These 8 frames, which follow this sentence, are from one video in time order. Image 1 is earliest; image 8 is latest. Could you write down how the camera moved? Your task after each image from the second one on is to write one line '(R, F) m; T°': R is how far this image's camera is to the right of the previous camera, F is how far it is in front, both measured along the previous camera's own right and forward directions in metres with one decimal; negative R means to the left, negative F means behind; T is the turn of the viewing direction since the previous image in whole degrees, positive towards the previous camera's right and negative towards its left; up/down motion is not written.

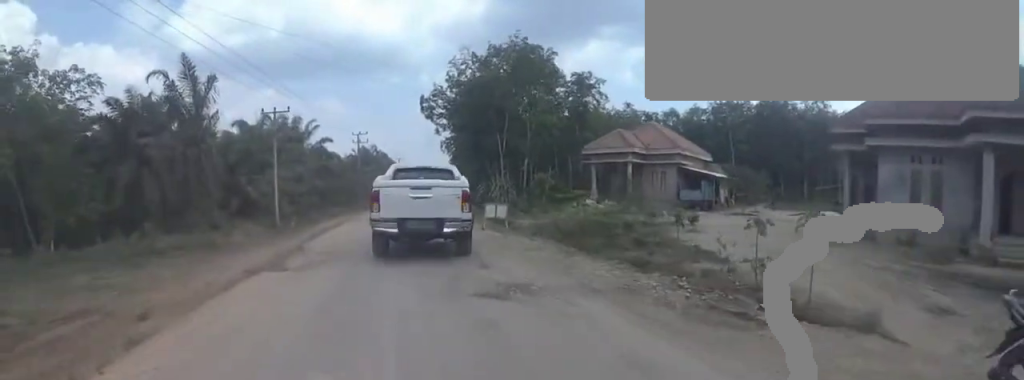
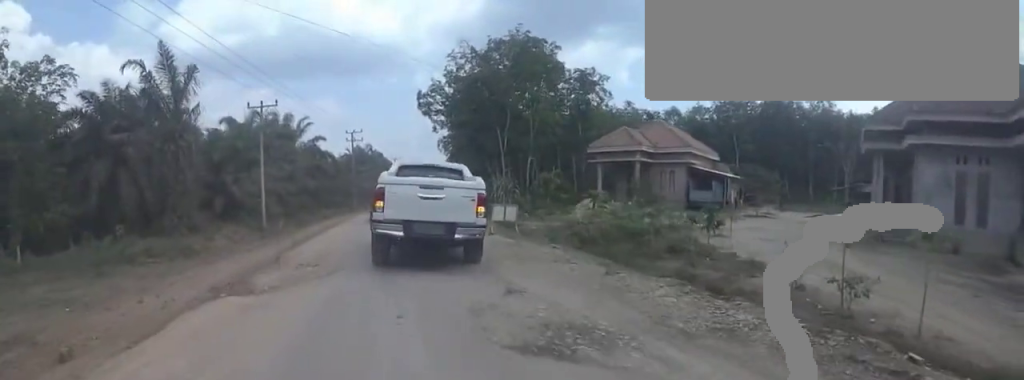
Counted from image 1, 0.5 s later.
(0.0, +1.9) m; +1°
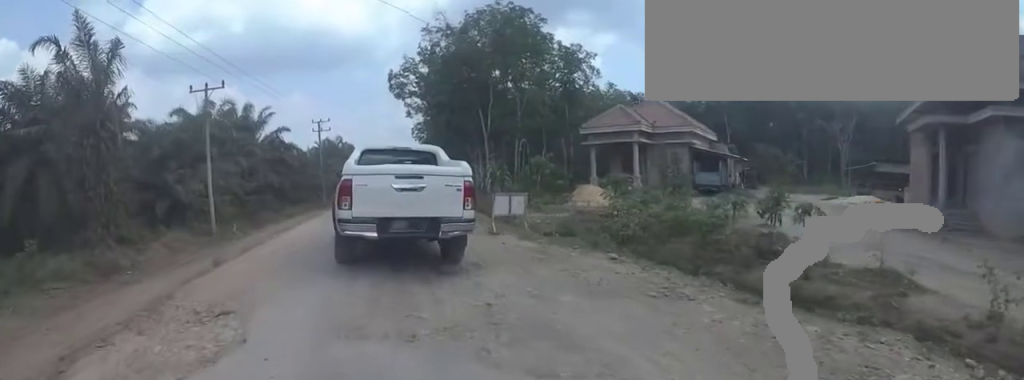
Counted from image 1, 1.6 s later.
(+0.1, +3.8) m; +3°
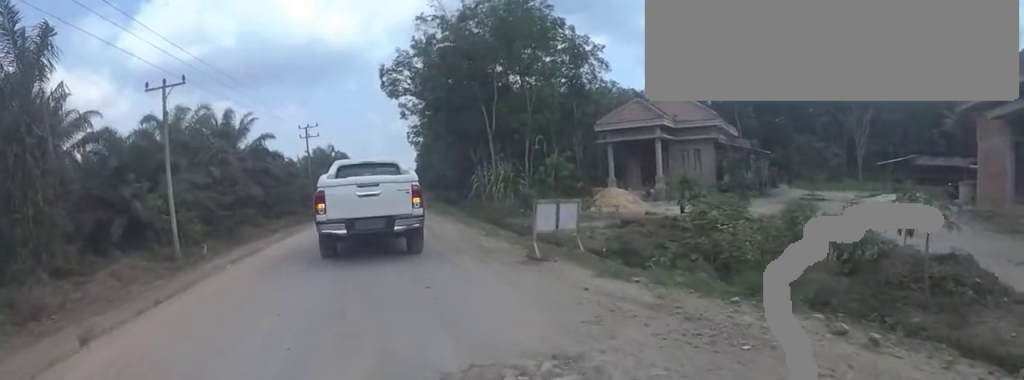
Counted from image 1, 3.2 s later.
(+0.1, +4.5) m; +1°
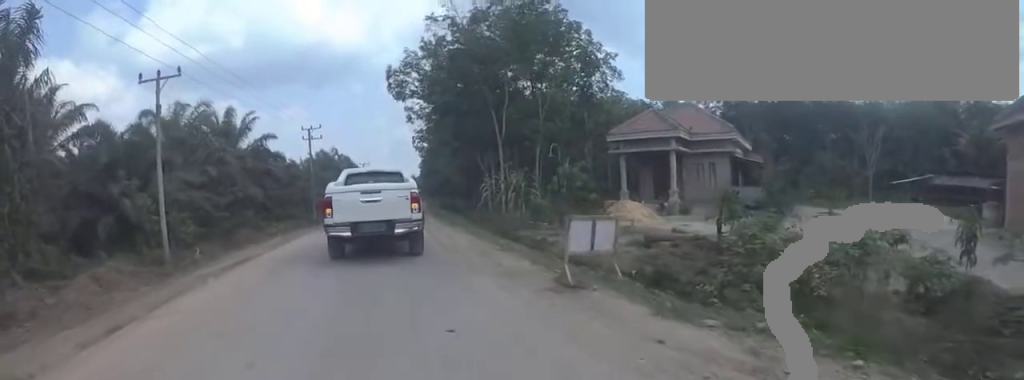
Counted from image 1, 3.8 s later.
(0.0, +1.4) m; 0°
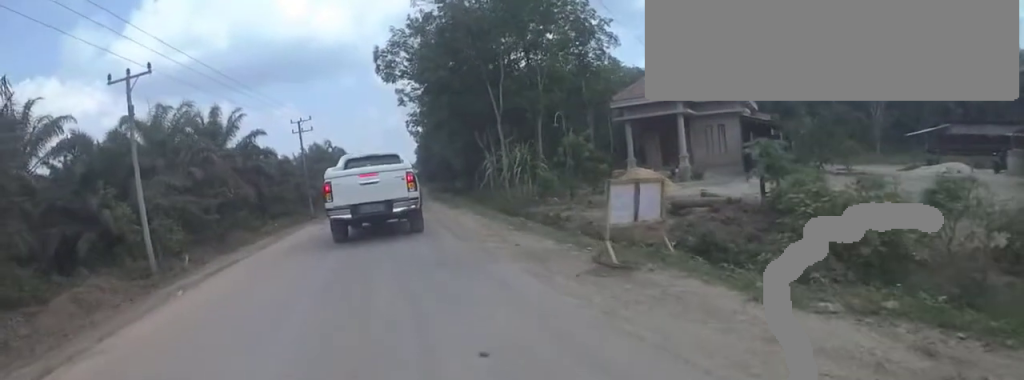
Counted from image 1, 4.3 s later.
(0.0, +1.3) m; 0°
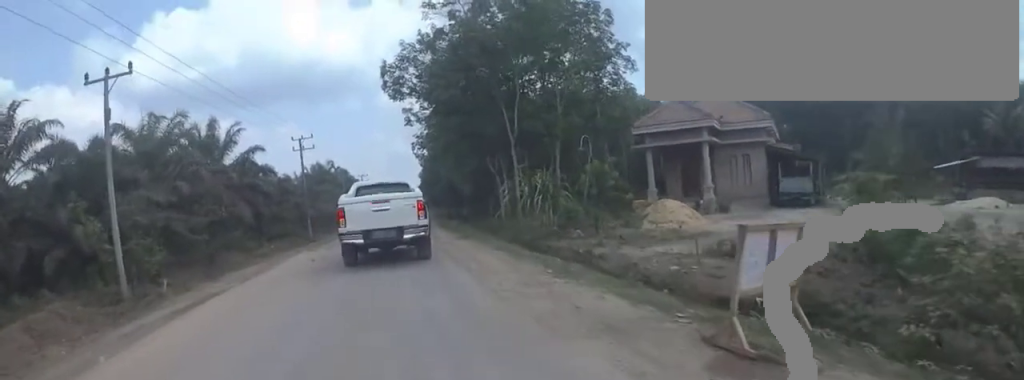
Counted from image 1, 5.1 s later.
(0.0, +2.2) m; 0°
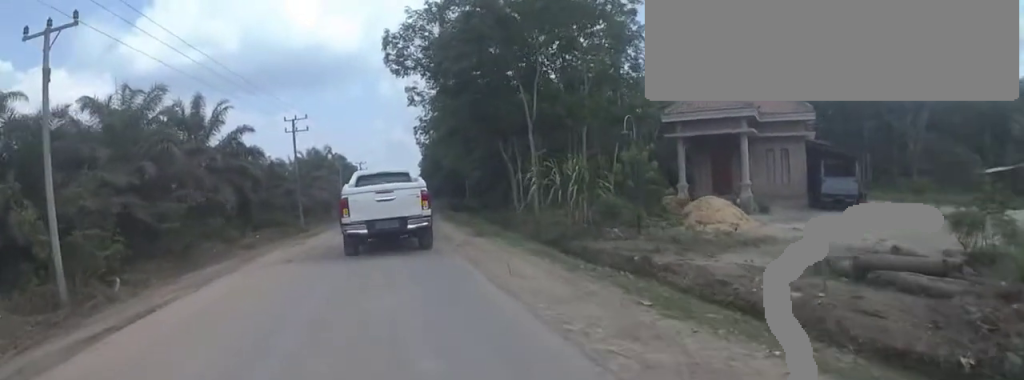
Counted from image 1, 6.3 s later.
(0.0, +3.3) m; 0°
